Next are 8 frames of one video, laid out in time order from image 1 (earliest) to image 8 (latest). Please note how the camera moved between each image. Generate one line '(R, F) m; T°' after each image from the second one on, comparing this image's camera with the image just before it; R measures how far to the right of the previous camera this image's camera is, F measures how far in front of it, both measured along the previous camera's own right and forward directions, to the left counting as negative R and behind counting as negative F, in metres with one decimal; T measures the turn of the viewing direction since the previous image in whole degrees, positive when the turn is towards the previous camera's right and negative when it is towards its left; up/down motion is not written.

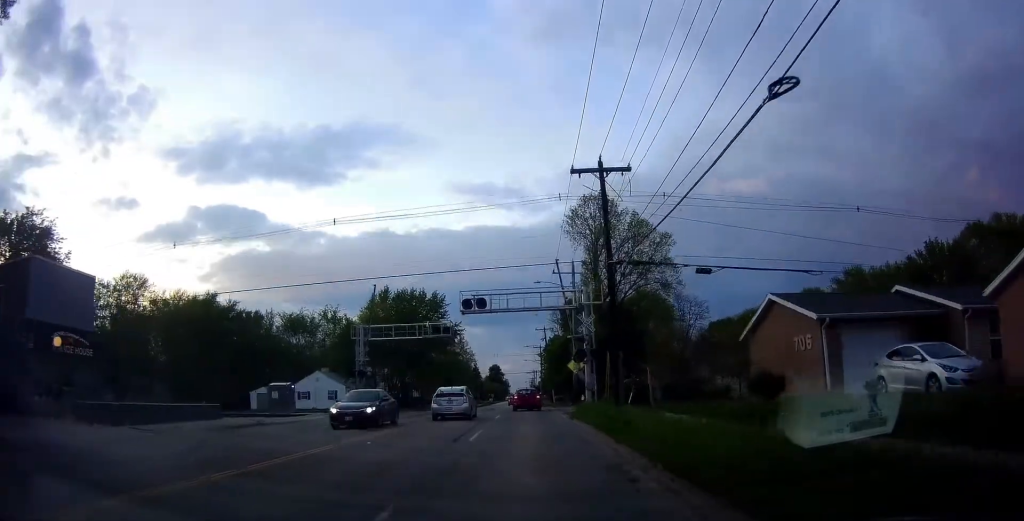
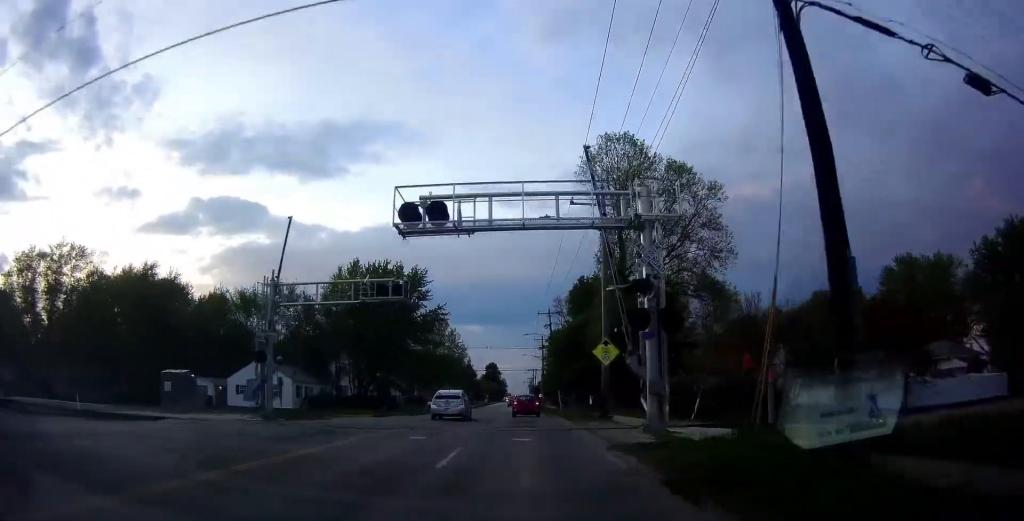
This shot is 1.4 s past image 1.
(0.0, +16.8) m; 0°
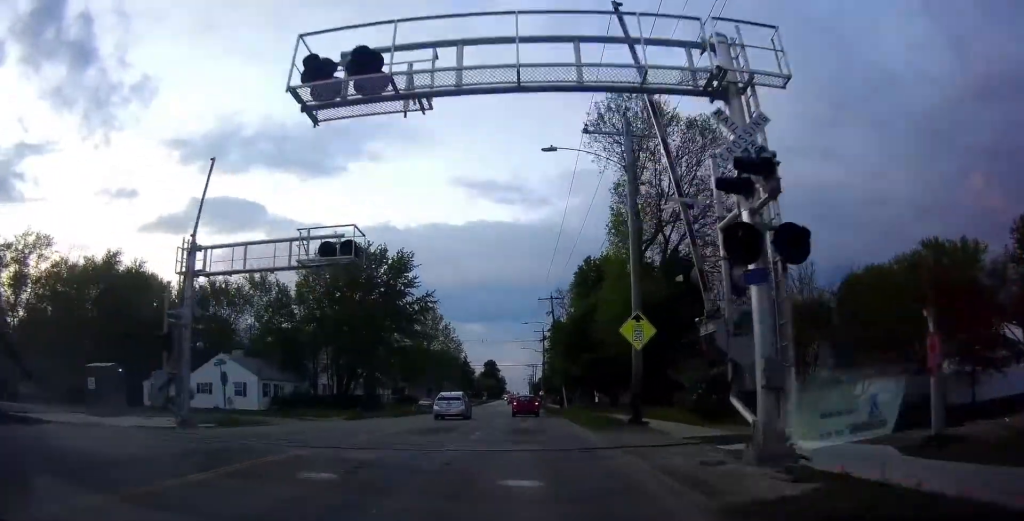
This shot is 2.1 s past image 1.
(0.0, +8.2) m; -1°
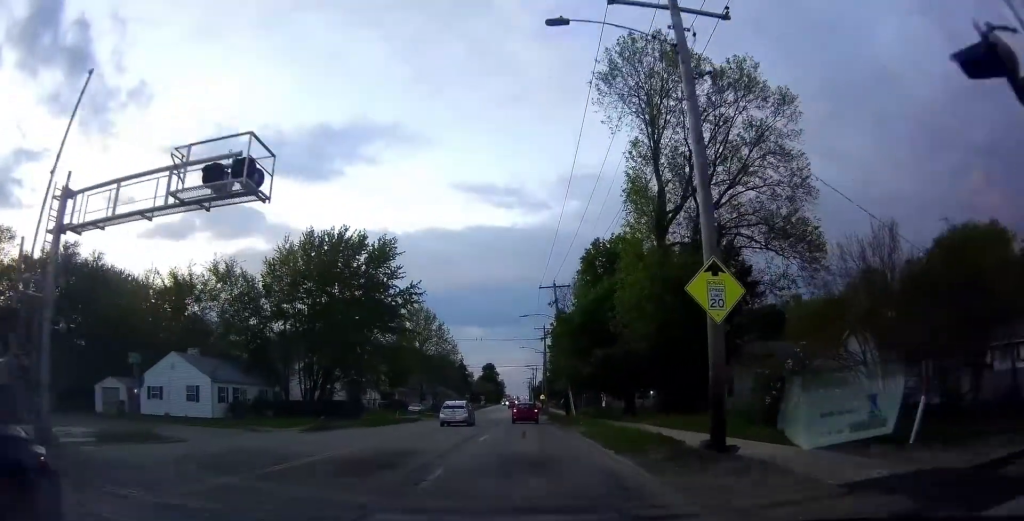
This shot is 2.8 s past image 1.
(+0.1, +8.0) m; -1°
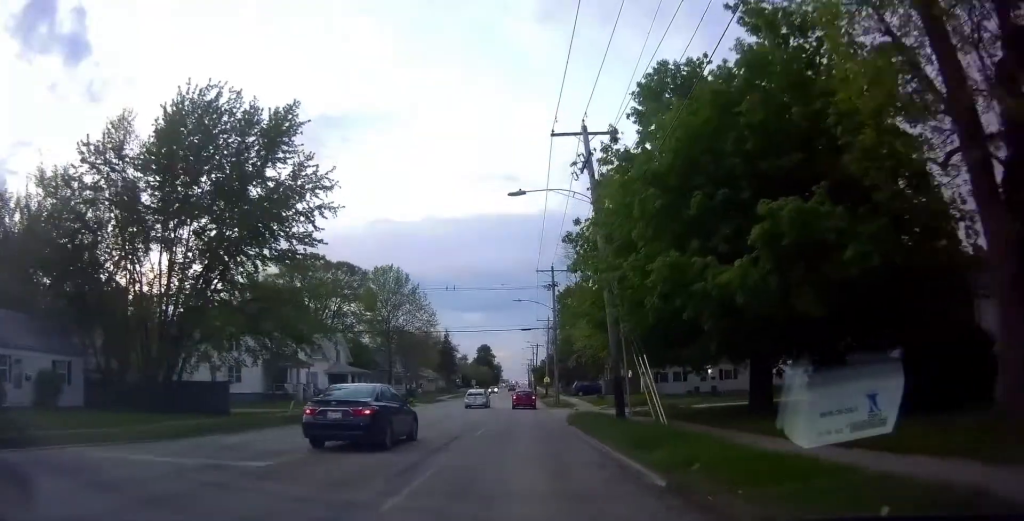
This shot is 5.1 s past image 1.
(+0.2, +25.6) m; +2°
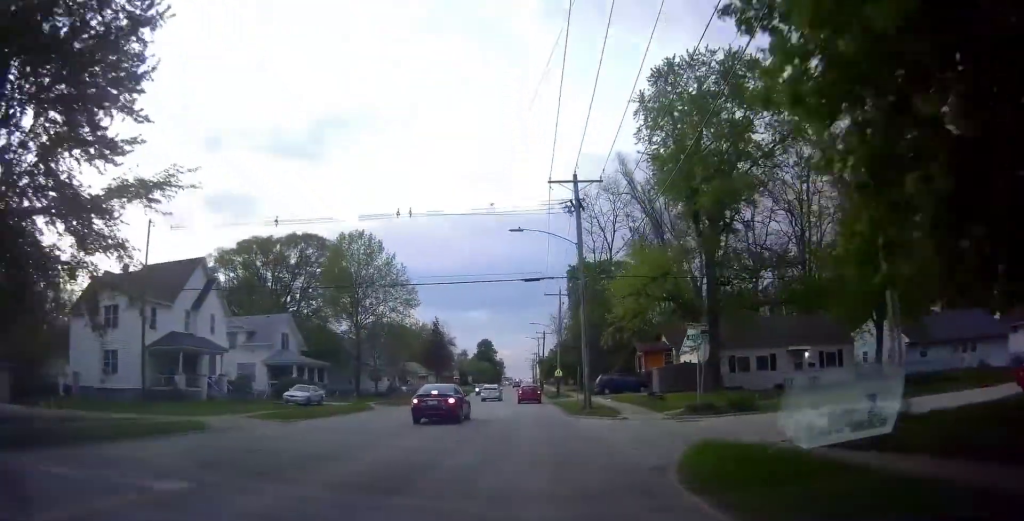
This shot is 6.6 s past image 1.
(0.0, +18.1) m; 0°
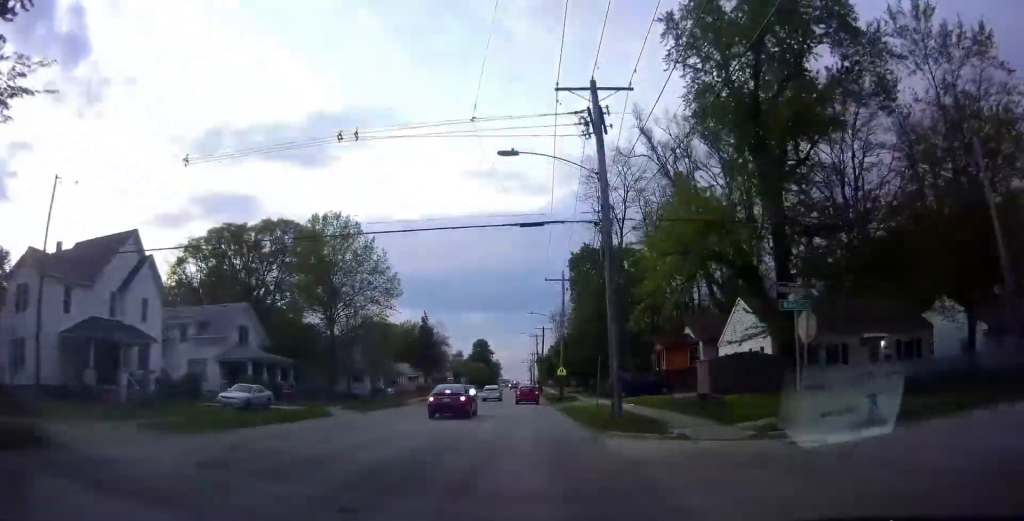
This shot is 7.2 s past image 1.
(0.0, +8.9) m; 0°
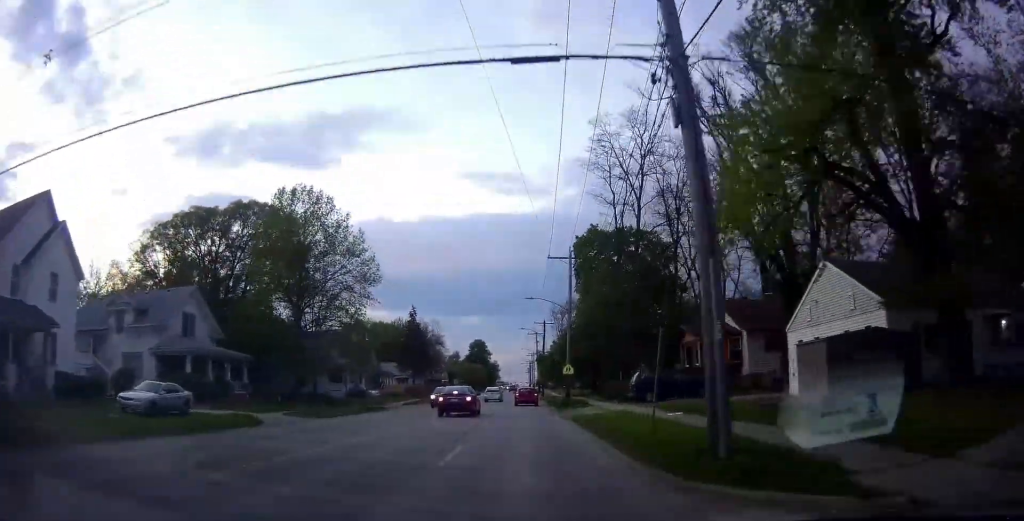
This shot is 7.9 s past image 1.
(0.0, +9.2) m; 0°
